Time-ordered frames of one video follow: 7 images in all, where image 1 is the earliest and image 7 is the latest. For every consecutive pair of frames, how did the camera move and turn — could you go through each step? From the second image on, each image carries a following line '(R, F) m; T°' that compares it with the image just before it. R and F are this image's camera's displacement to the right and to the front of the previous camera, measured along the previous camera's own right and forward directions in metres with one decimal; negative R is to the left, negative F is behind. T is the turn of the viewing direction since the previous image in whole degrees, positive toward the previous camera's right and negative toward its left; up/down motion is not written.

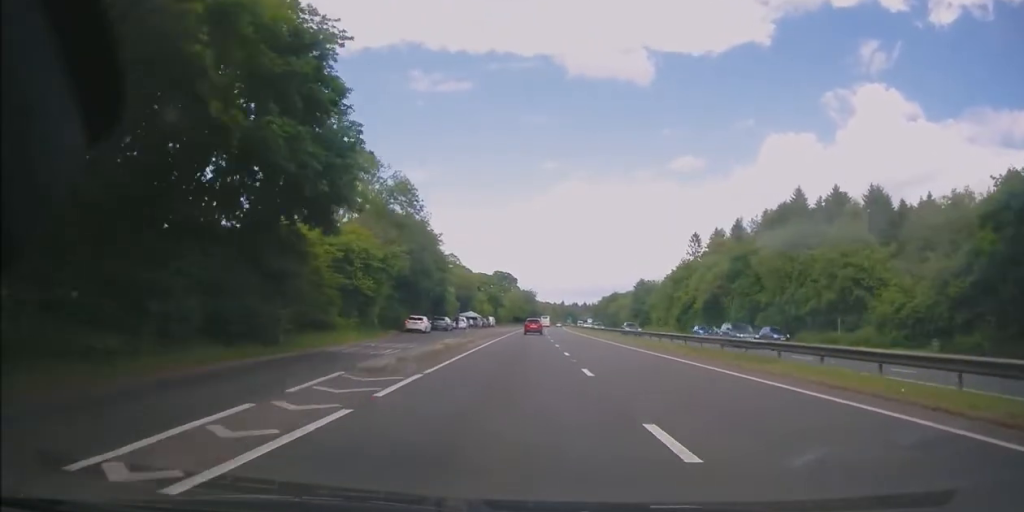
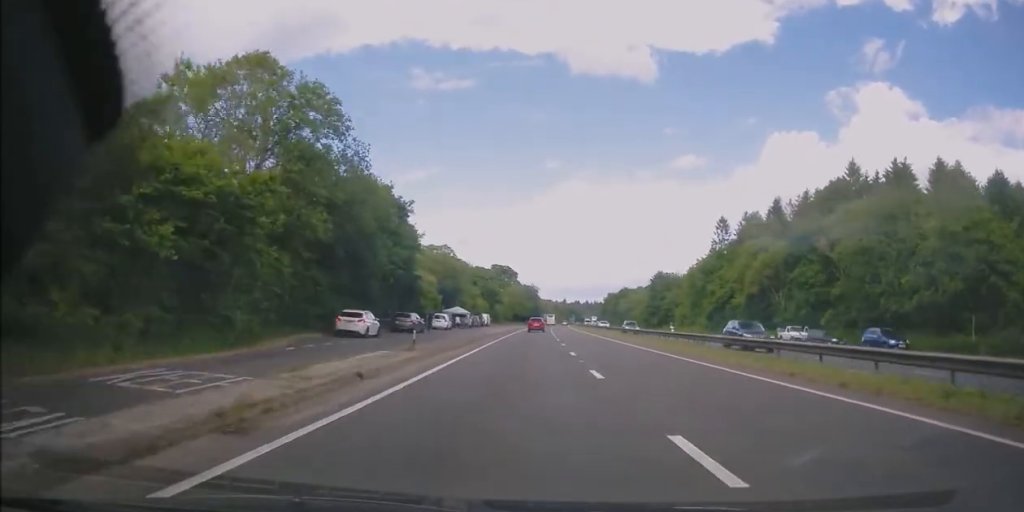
(0.0, +18.8) m; 0°
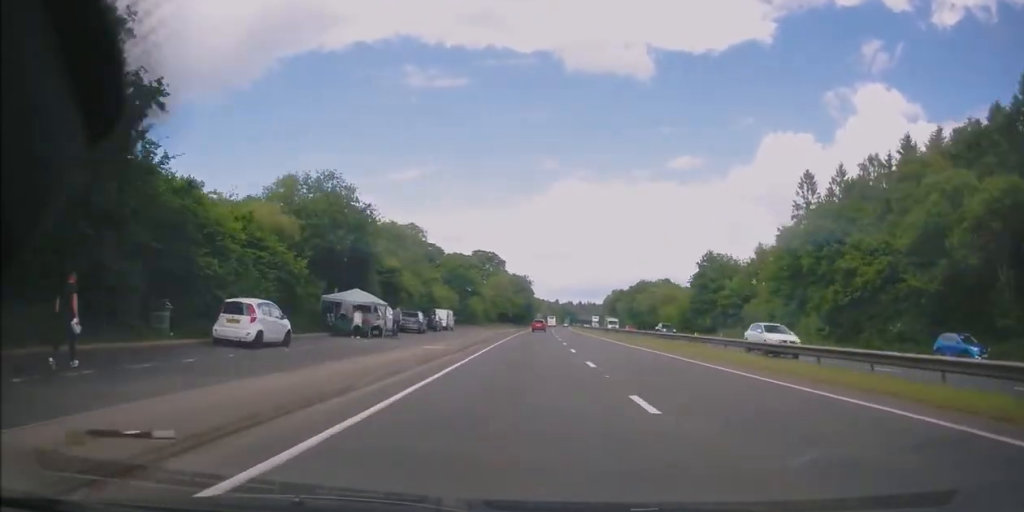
(+0.3, +41.0) m; 0°
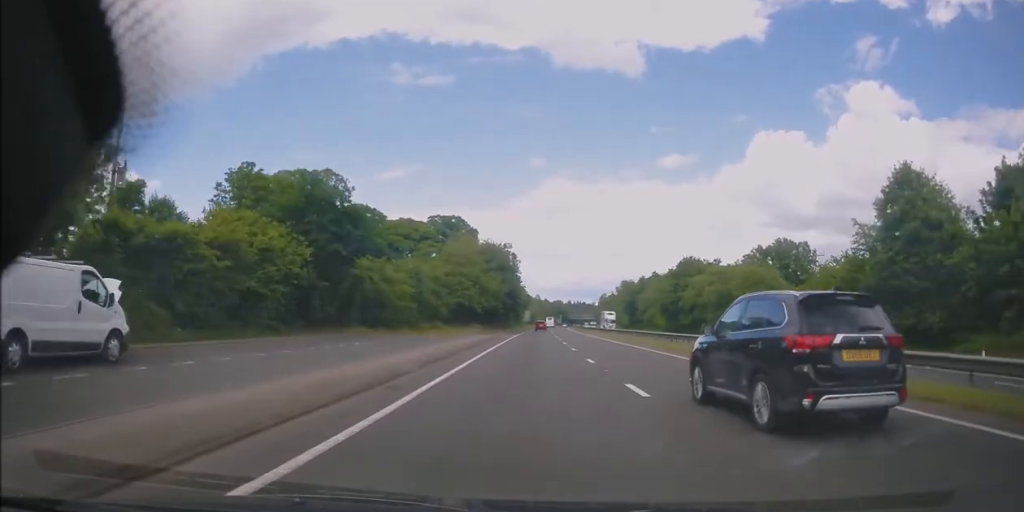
(+0.3, +51.9) m; +1°
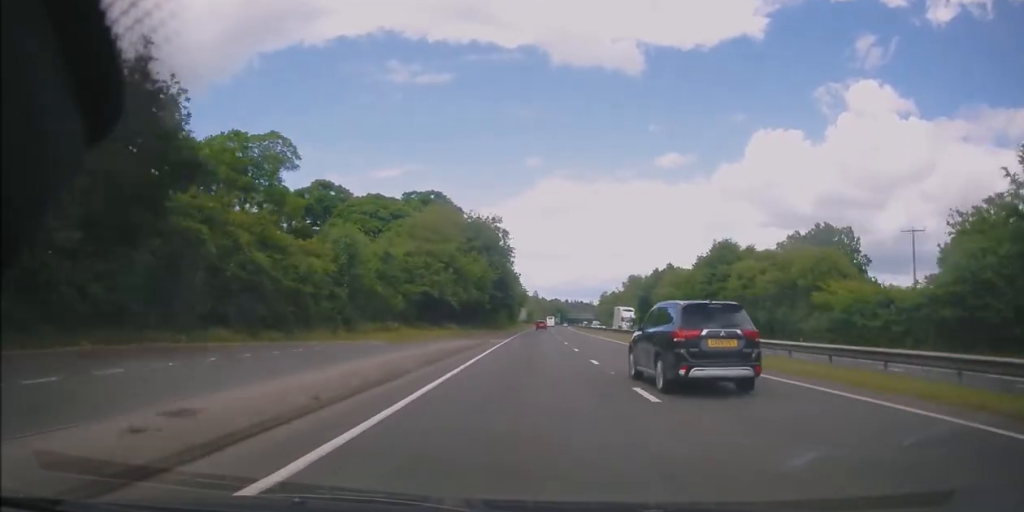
(+0.1, +18.9) m; +1°
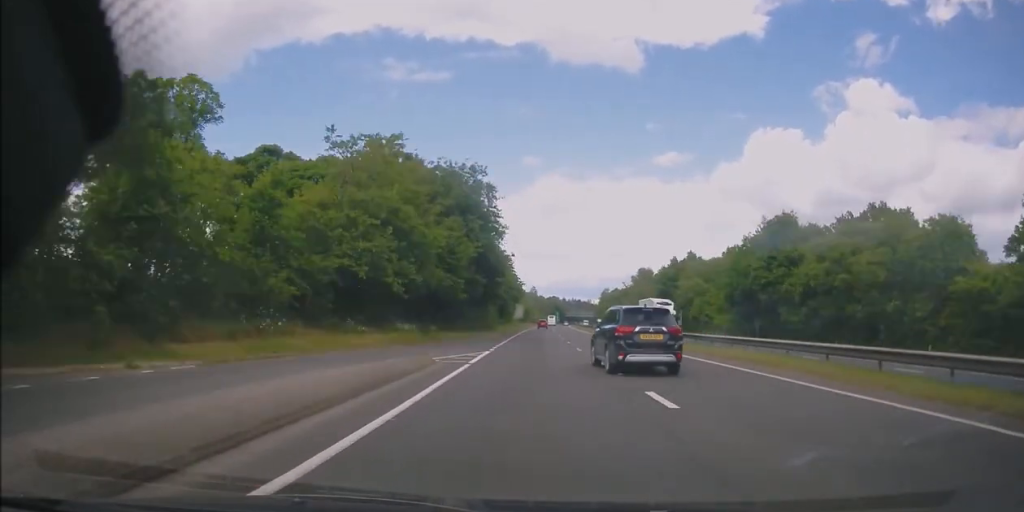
(+0.1, +18.8) m; 0°
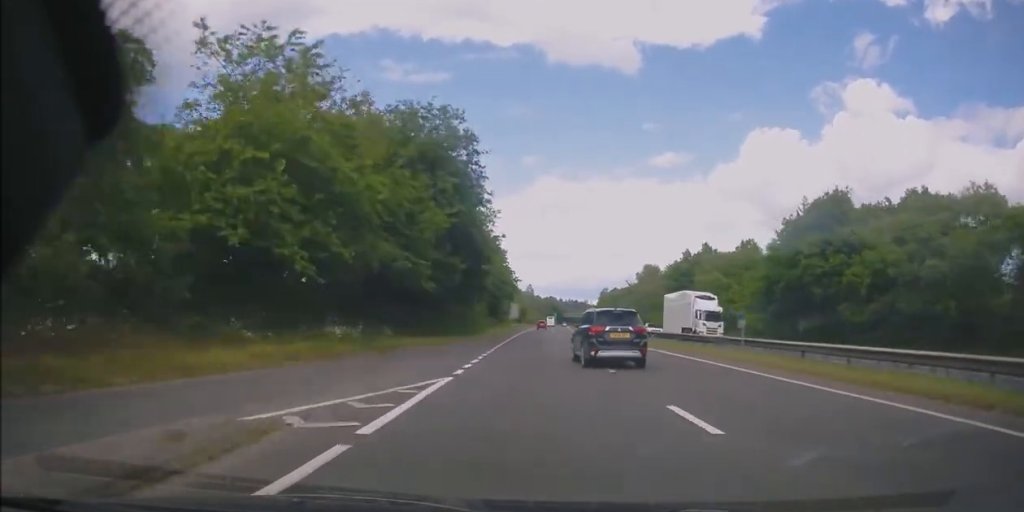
(0.0, +11.1) m; 0°
